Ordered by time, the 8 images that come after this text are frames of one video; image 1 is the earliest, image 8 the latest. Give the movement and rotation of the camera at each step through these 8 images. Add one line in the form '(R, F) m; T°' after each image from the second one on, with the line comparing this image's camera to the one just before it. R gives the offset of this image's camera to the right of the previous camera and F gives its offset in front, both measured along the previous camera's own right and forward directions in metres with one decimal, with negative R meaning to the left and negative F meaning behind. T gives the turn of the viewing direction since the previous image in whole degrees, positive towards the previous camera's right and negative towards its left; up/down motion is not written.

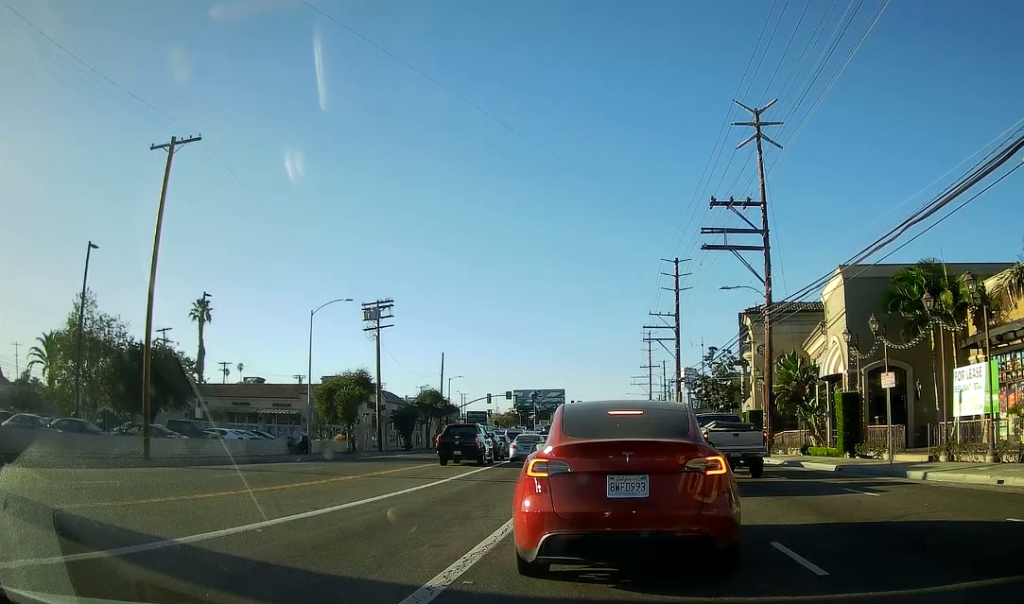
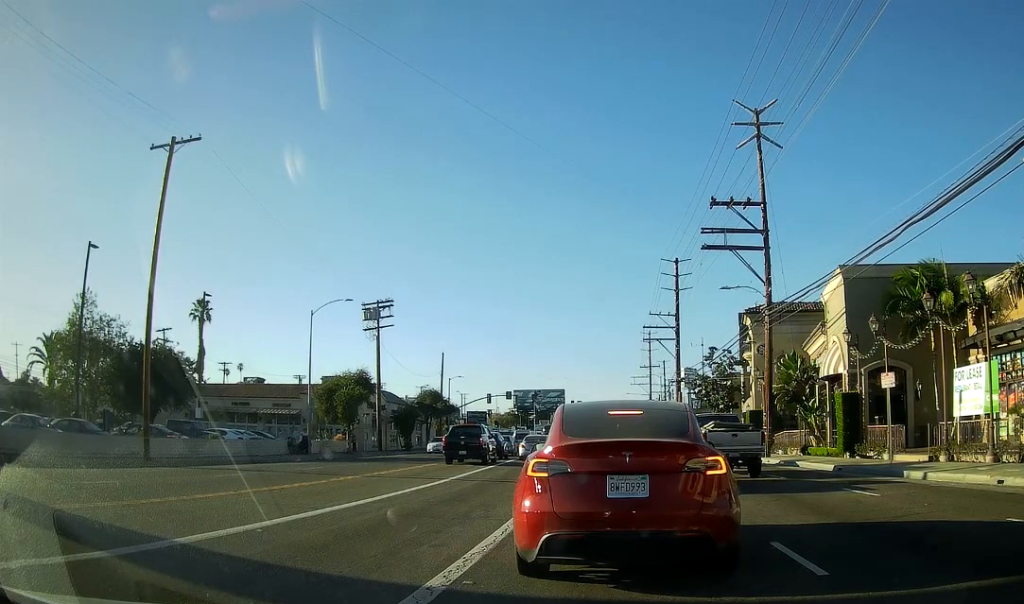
(-0.2, +0.2) m; 0°
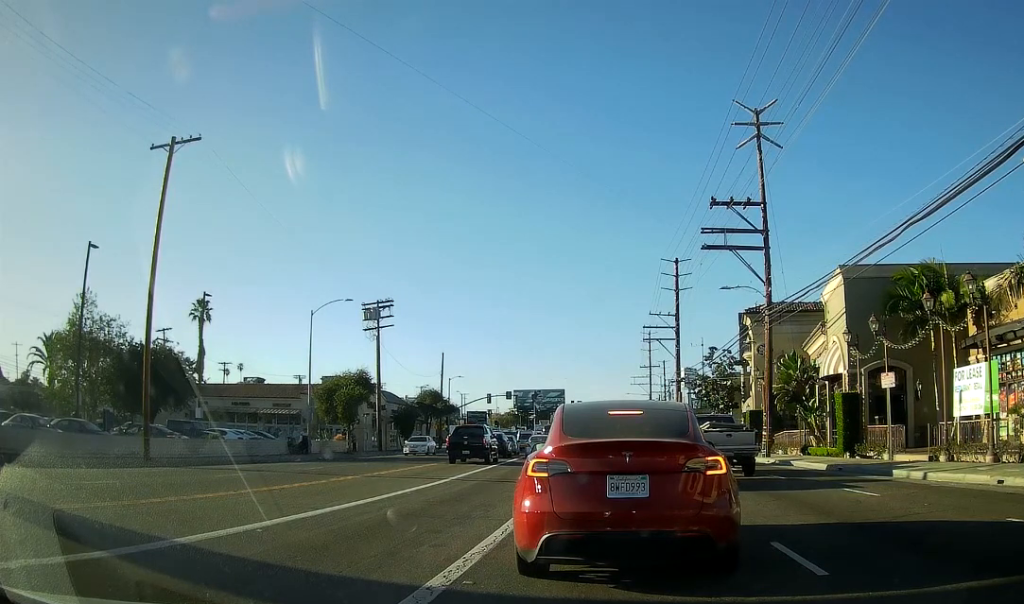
(-0.1, +0.1) m; 0°
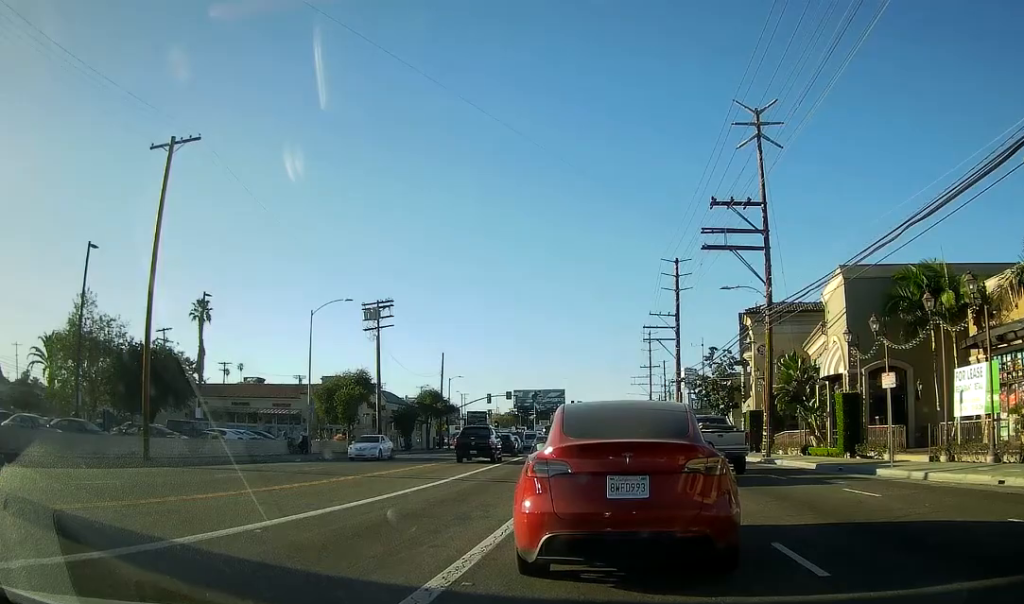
(-0.1, +0.1) m; 0°
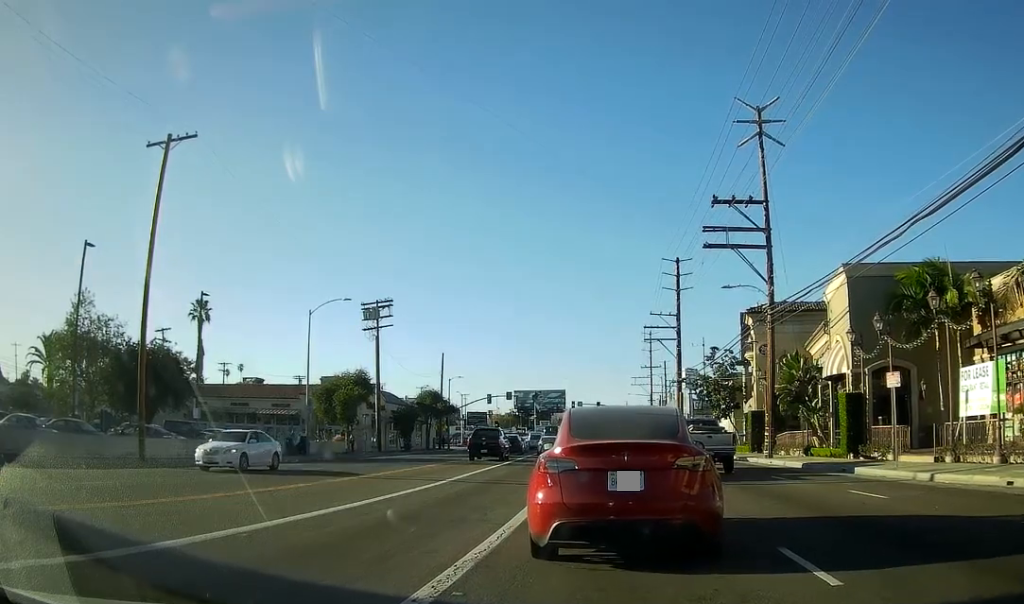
(-0.3, +0.4) m; 0°
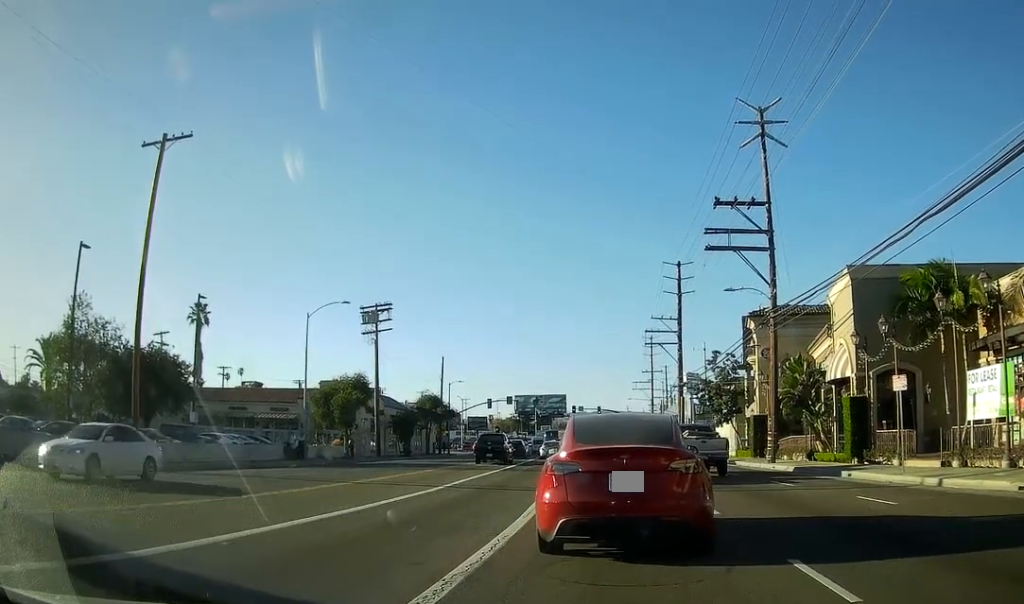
(0.0, +0.6) m; 0°
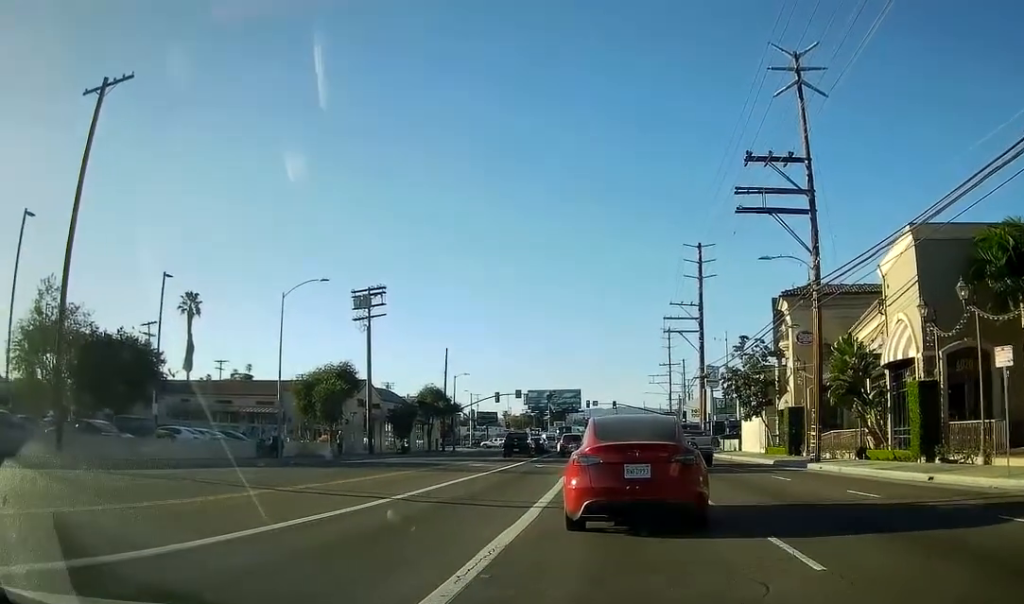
(-0.2, +5.5) m; -4°
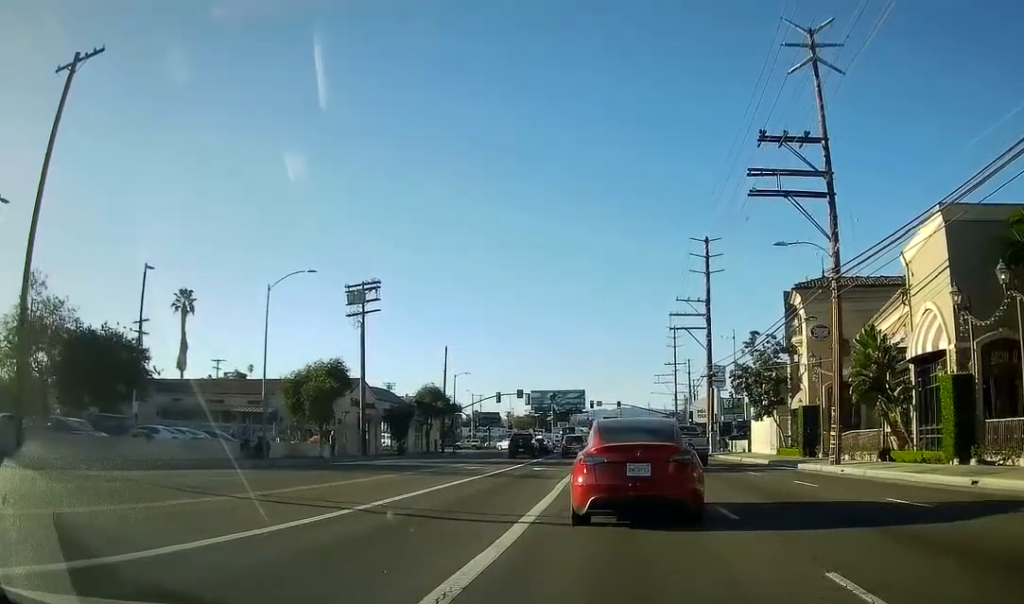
(0.0, +2.5) m; 0°
